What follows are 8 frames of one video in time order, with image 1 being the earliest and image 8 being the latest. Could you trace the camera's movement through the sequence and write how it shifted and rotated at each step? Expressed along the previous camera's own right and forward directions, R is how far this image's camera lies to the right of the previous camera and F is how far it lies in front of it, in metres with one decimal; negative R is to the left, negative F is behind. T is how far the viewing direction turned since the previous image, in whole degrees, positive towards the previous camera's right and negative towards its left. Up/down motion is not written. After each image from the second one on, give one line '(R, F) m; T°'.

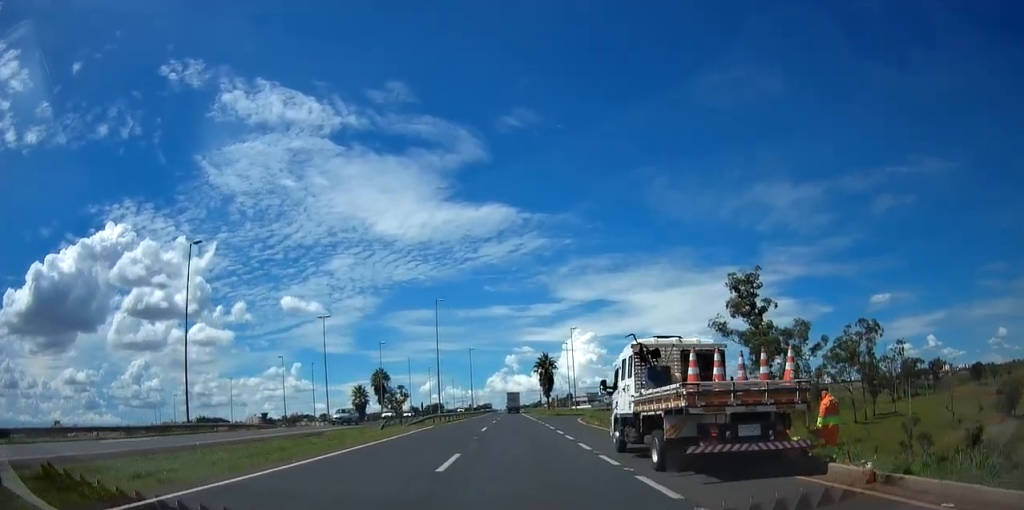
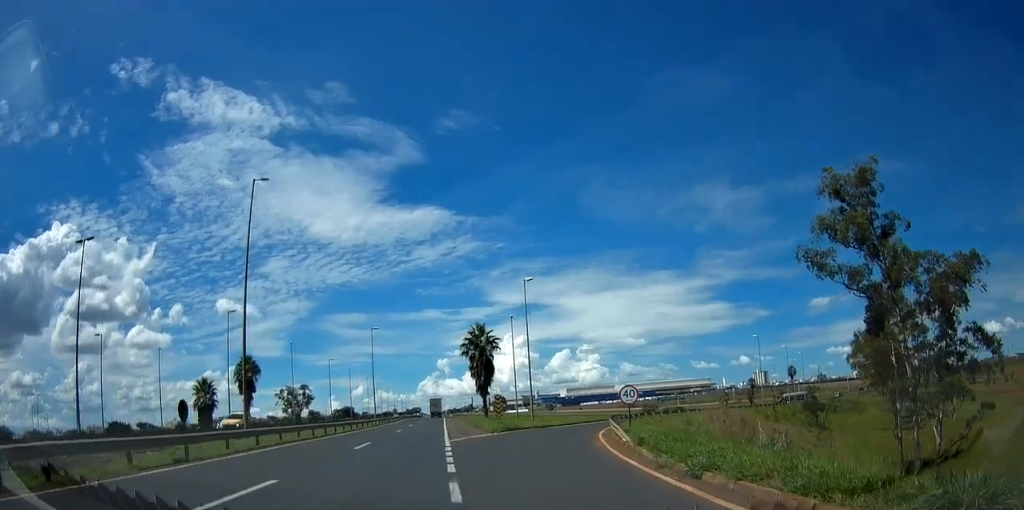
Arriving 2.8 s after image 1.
(+2.2, +40.8) m; +7°
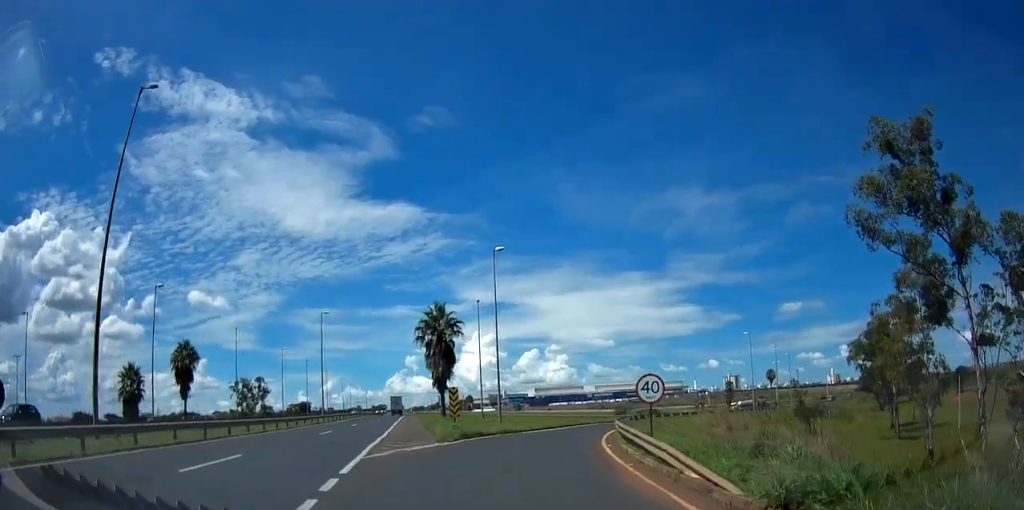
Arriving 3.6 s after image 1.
(+0.1, +10.9) m; +2°
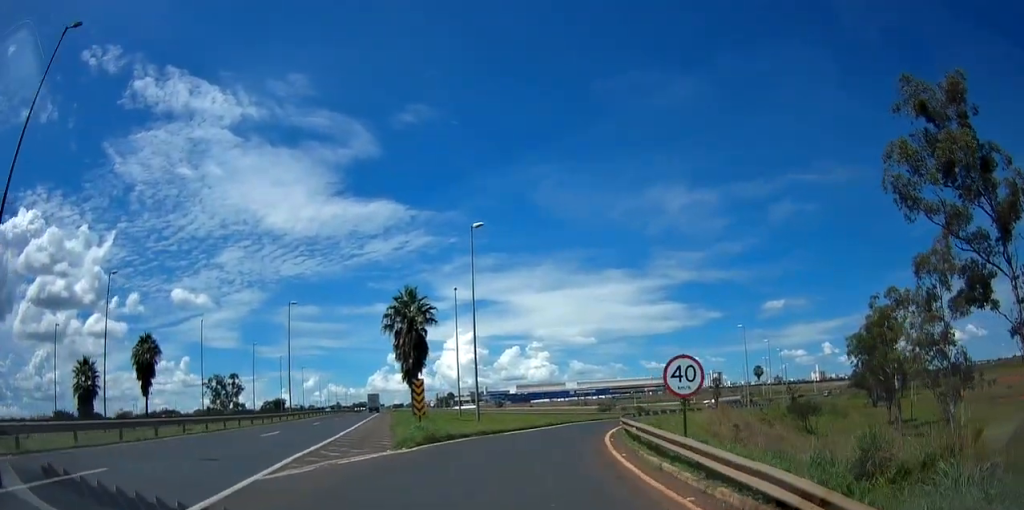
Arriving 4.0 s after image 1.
(-0.2, +5.9) m; +2°
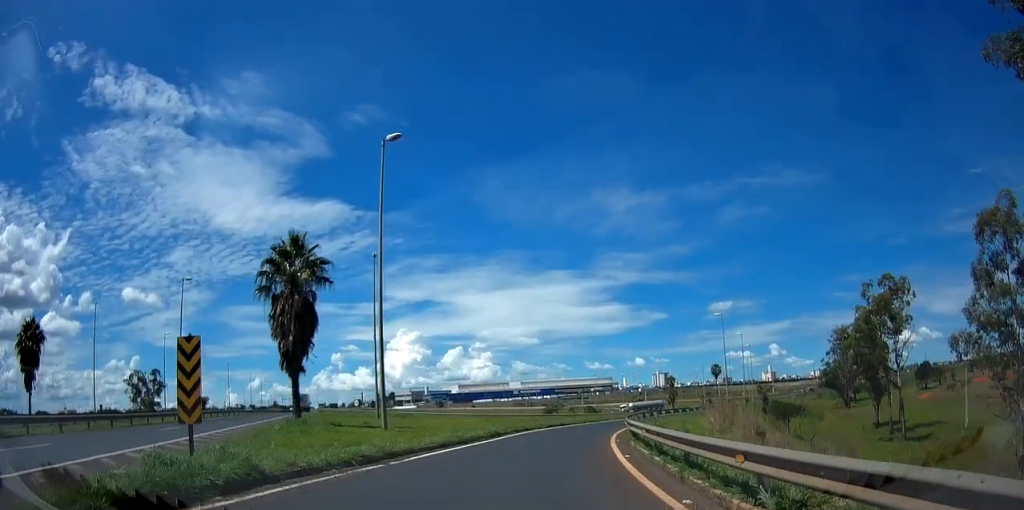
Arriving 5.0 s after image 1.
(+0.8, +15.3) m; +5°
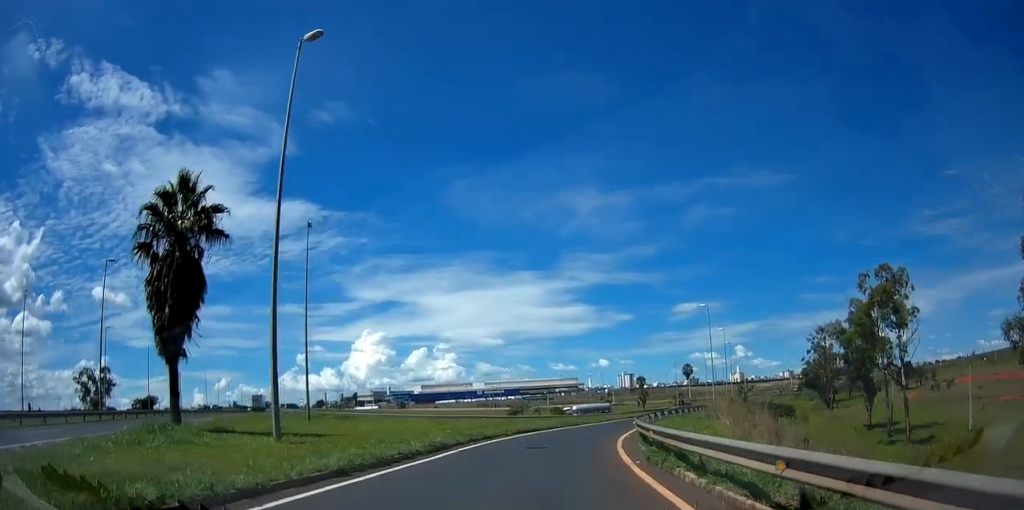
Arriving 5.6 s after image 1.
(+0.3, +9.3) m; +4°
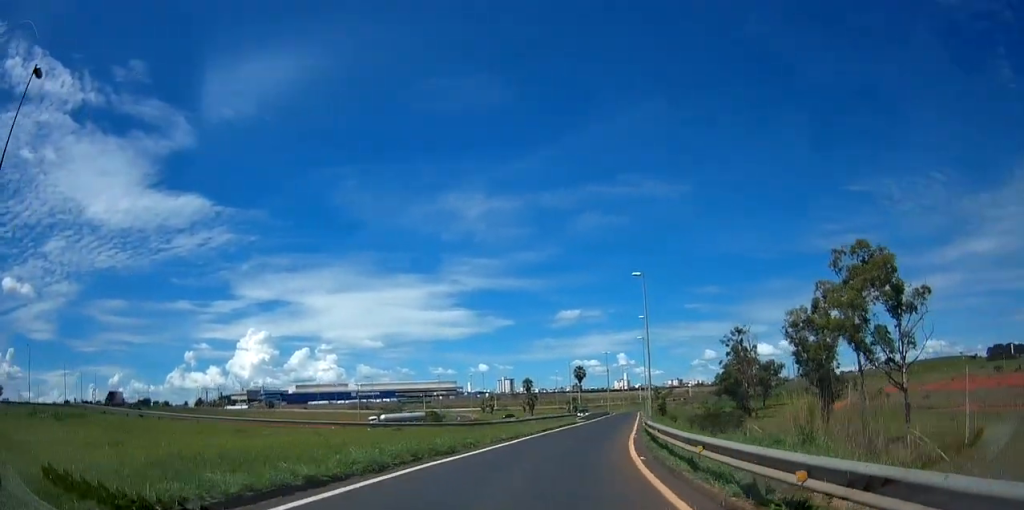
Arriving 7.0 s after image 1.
(+2.1, +23.0) m; +12°
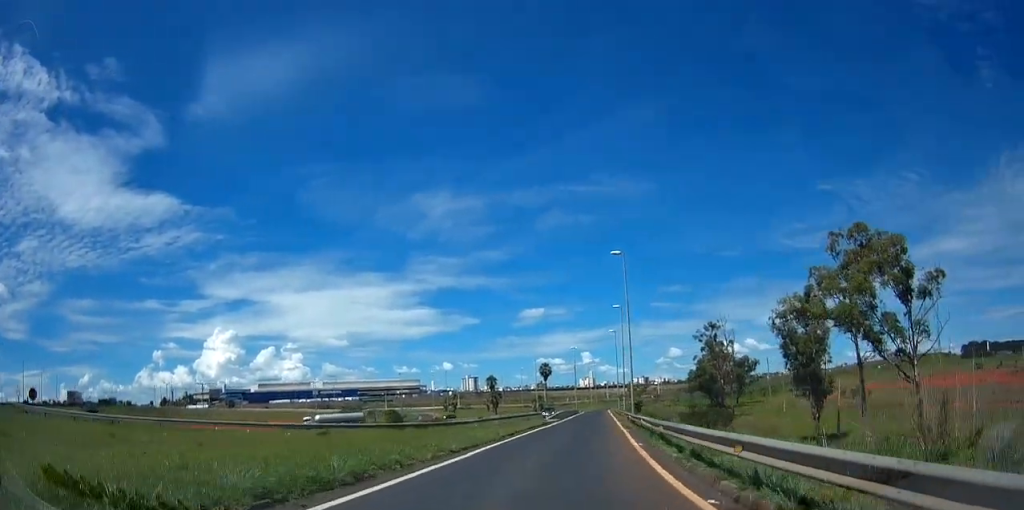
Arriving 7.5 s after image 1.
(+0.4, +7.7) m; +3°
